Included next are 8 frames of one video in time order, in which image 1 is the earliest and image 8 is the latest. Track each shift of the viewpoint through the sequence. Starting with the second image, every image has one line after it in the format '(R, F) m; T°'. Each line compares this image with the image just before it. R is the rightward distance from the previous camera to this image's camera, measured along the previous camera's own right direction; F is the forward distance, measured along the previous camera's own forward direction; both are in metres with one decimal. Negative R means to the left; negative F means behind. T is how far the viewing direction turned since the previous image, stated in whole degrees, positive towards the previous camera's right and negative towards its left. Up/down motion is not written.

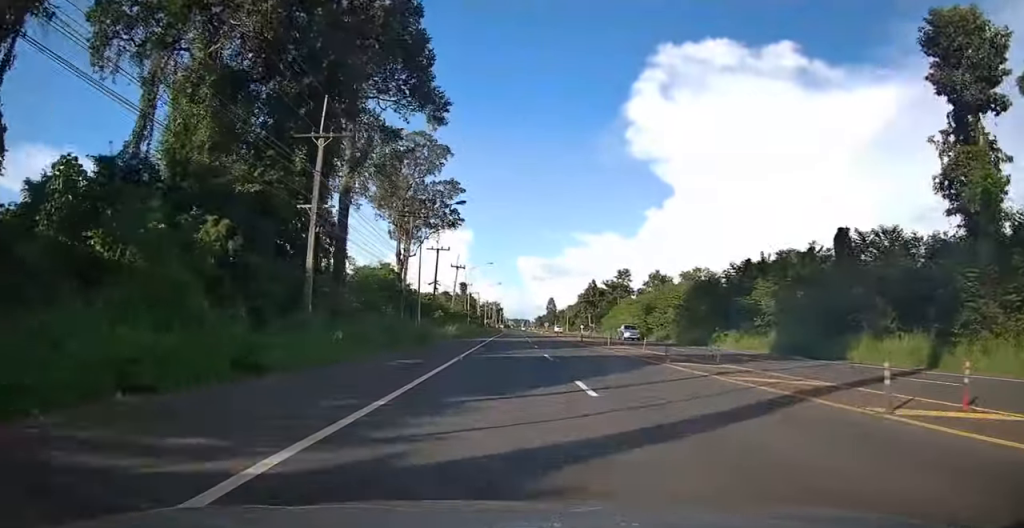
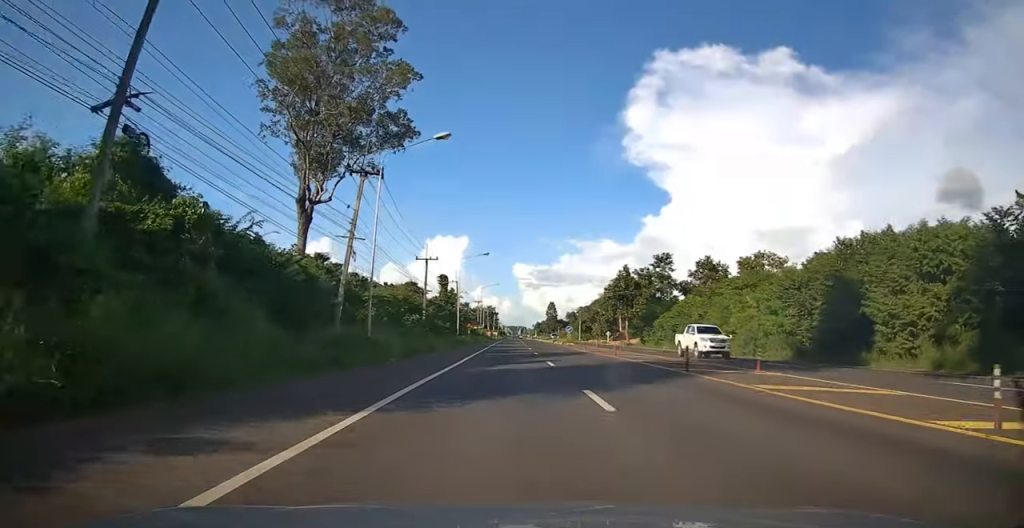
(+1.5, +50.1) m; +2°
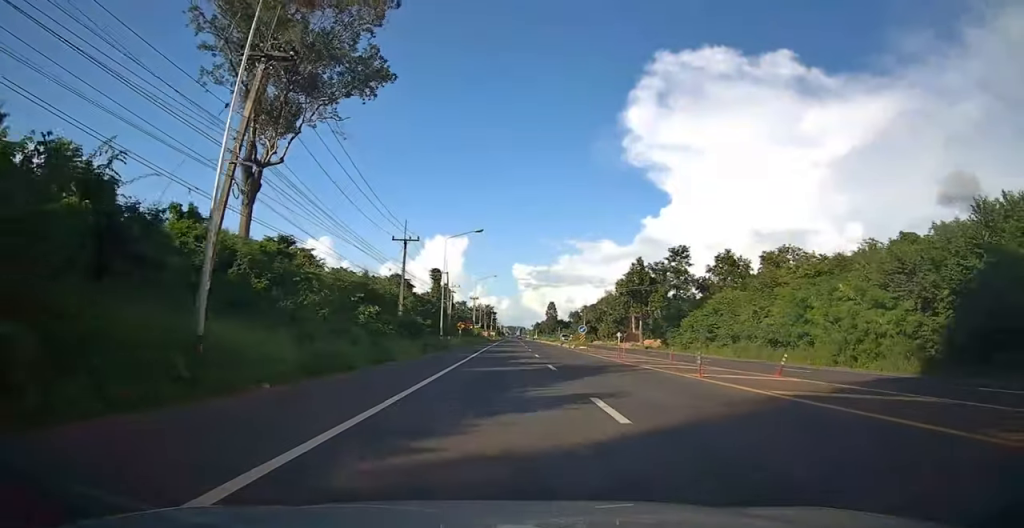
(-0.4, +13.1) m; -1°
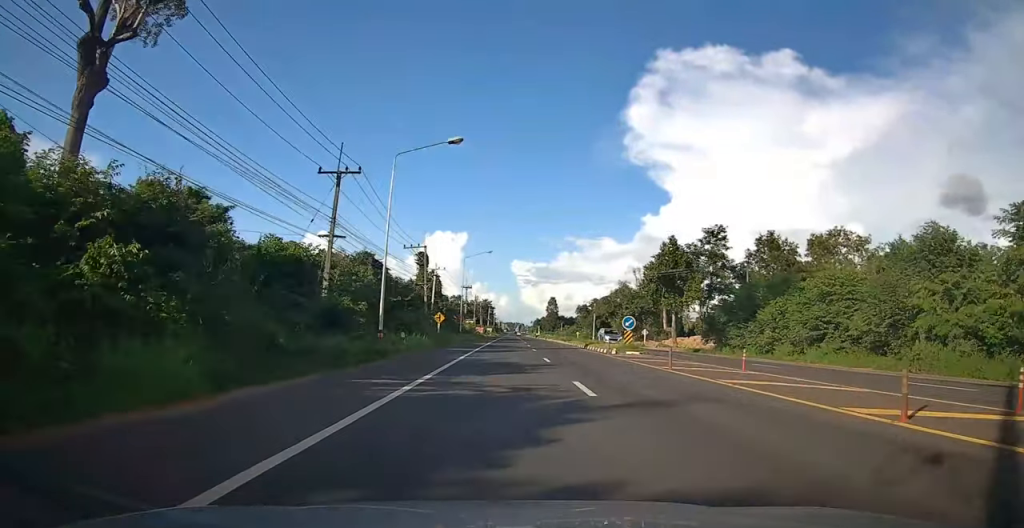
(-0.4, +21.0) m; 0°
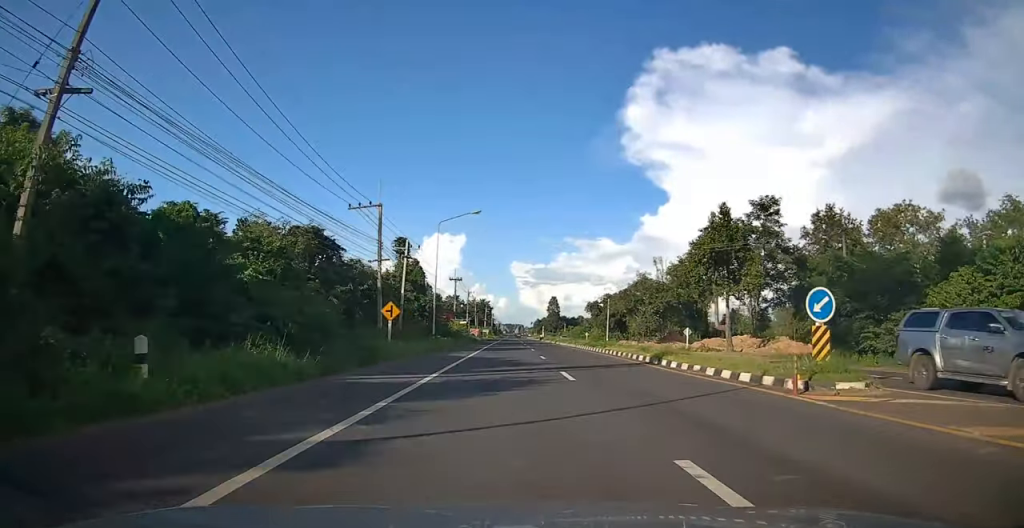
(+0.3, +20.6) m; +1°
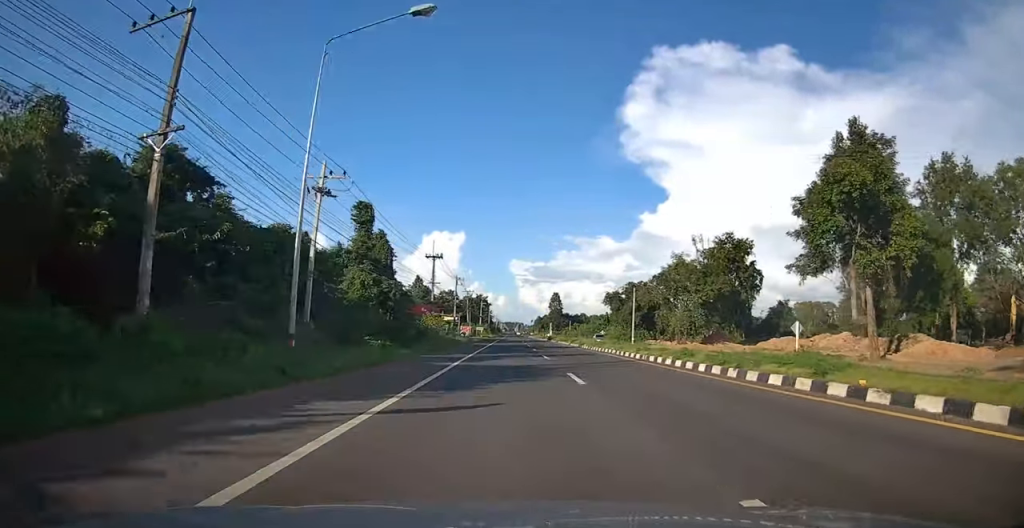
(+0.1, +25.4) m; -1°
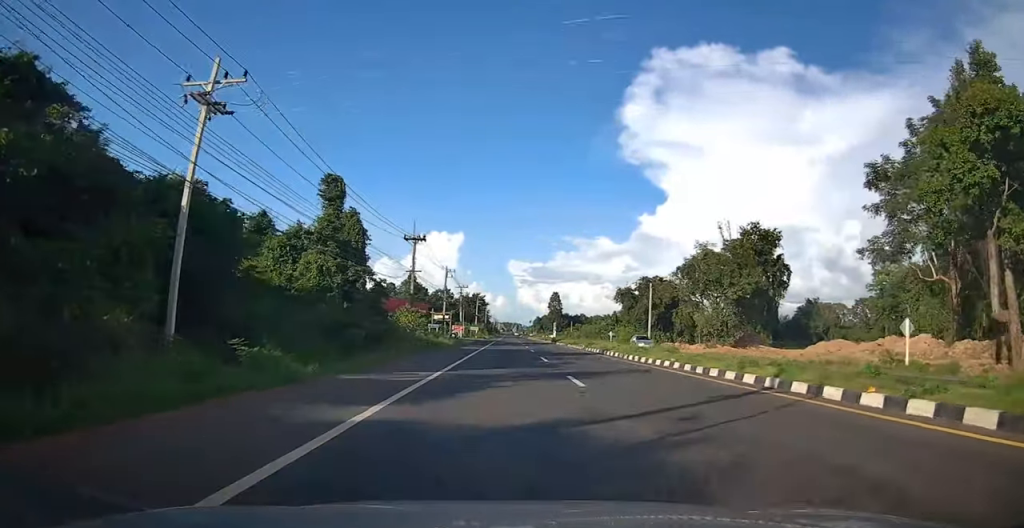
(-0.2, +12.4) m; -1°
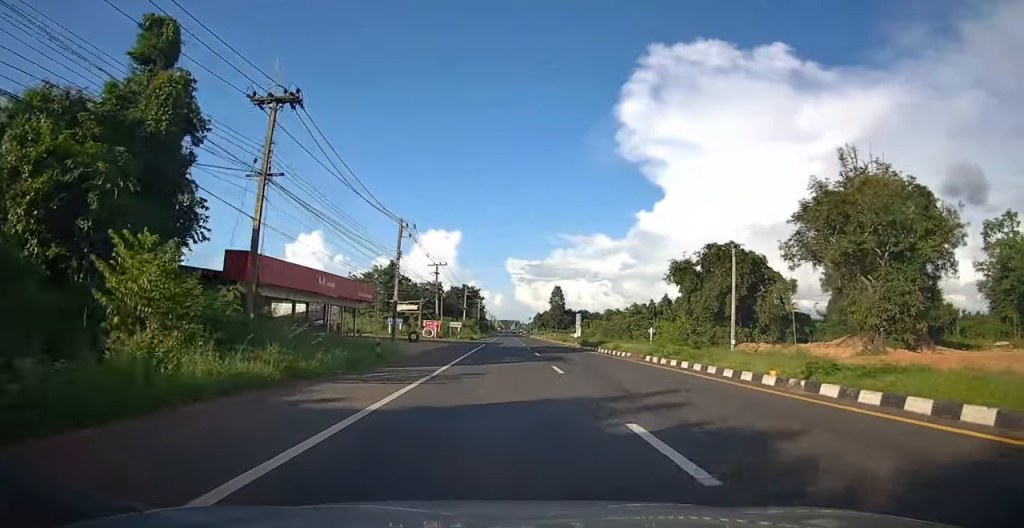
(+0.7, +32.2) m; +2°
